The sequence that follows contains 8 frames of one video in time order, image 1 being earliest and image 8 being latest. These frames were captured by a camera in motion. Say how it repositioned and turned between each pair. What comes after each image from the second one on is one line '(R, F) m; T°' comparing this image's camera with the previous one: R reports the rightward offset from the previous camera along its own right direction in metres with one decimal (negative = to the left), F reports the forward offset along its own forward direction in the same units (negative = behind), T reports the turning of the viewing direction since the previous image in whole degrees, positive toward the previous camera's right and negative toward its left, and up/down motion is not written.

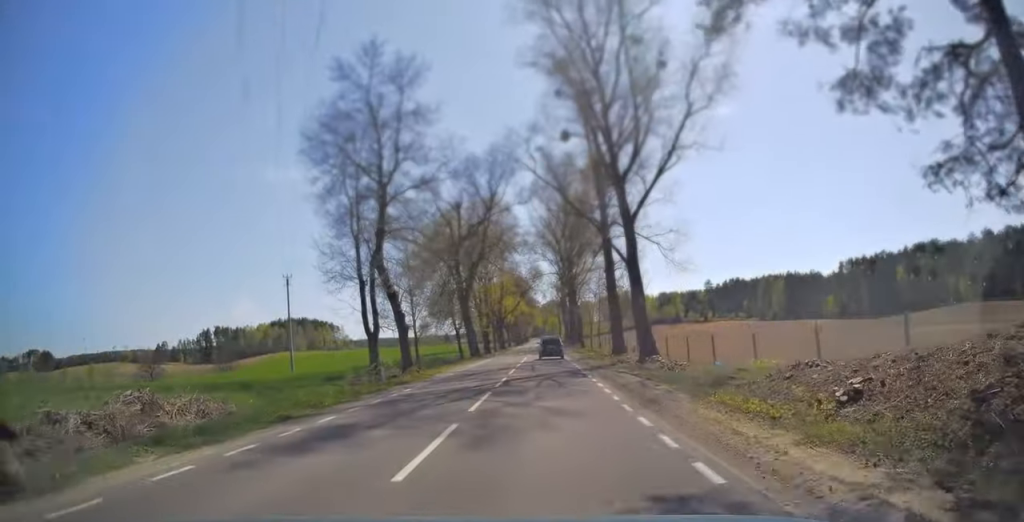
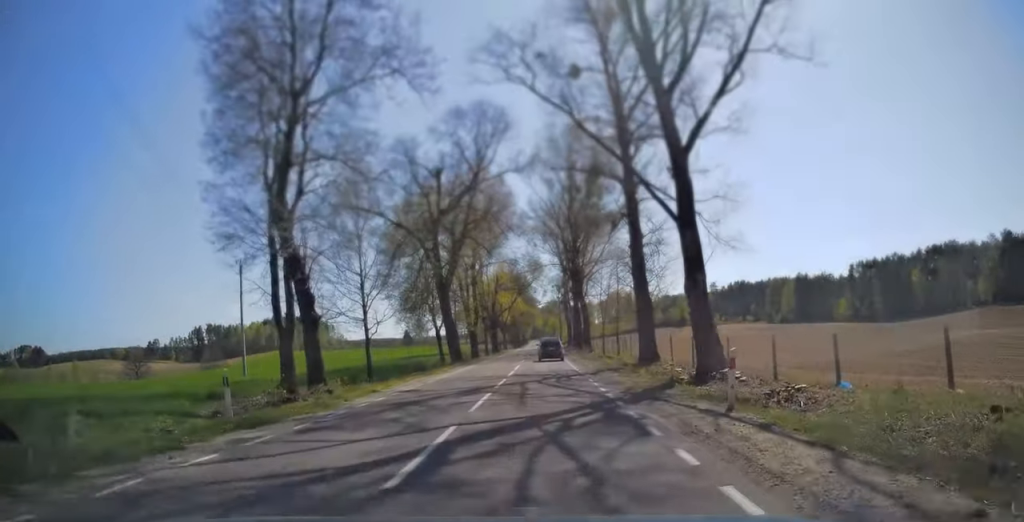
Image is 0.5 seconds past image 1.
(+0.1, +12.1) m; 0°
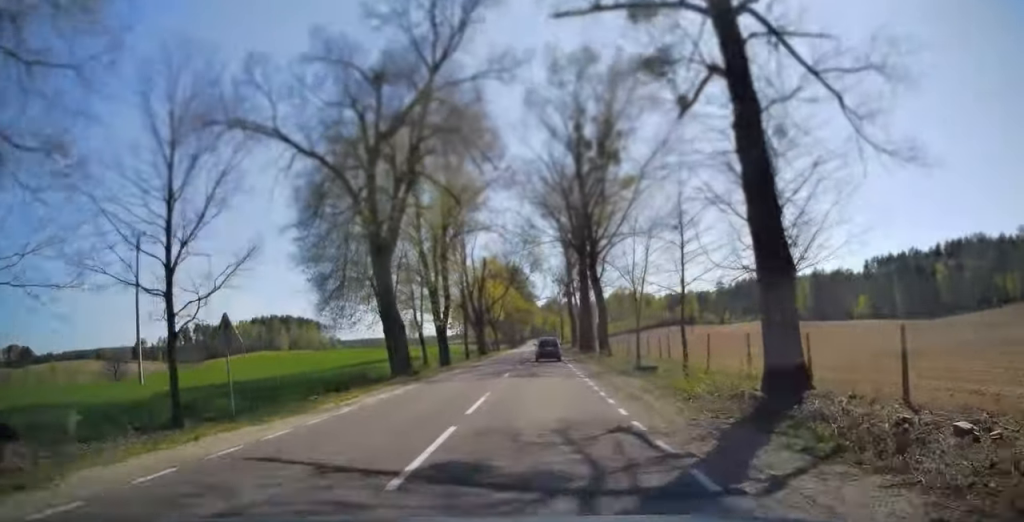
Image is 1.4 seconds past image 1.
(-0.1, +17.6) m; 0°
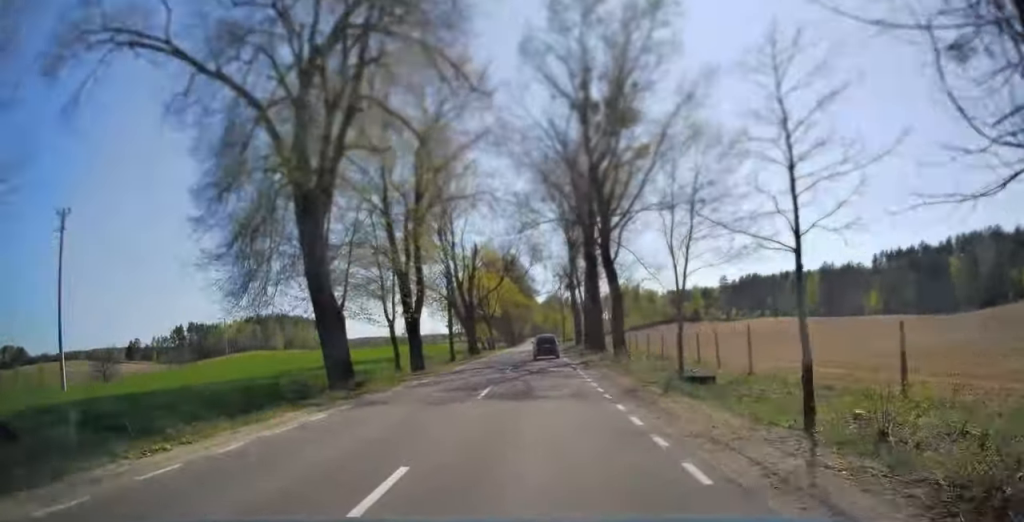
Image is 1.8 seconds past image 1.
(0.0, +9.1) m; 0°
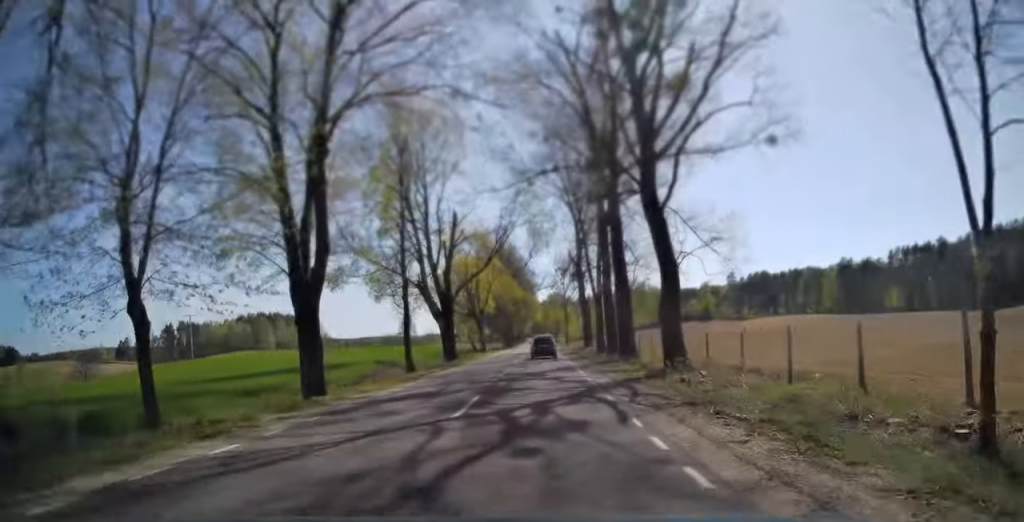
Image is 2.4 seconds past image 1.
(0.0, +14.8) m; 0°
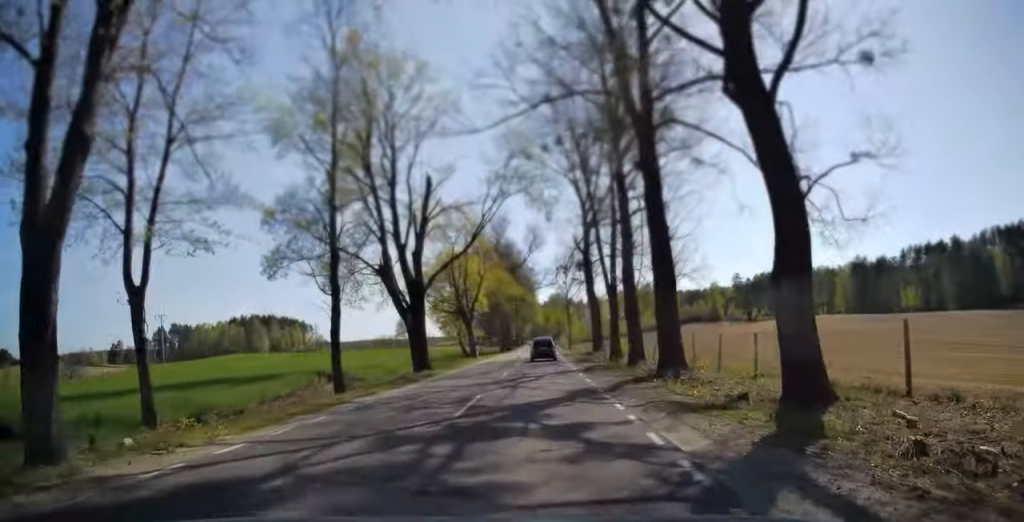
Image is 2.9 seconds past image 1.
(0.0, +10.7) m; 0°
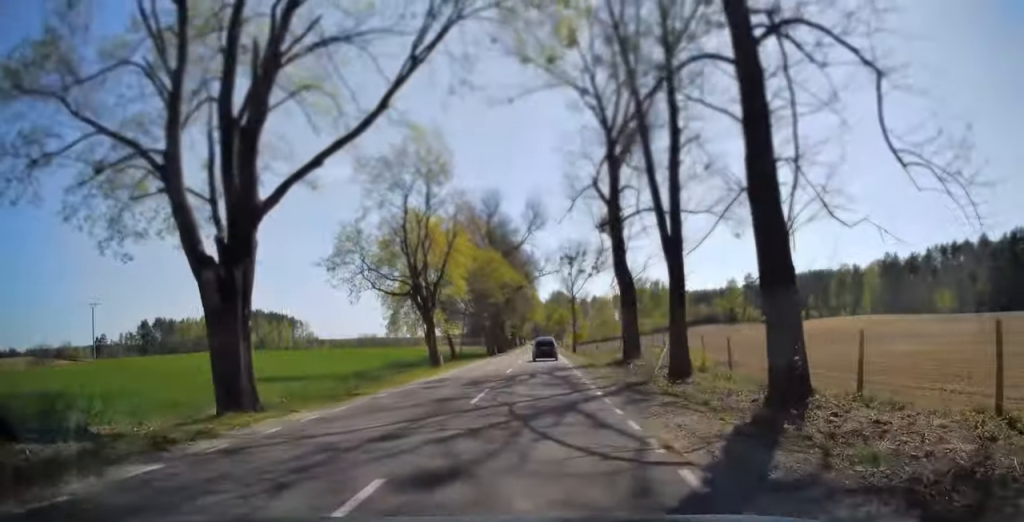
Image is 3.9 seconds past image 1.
(0.0, +20.7) m; 0°
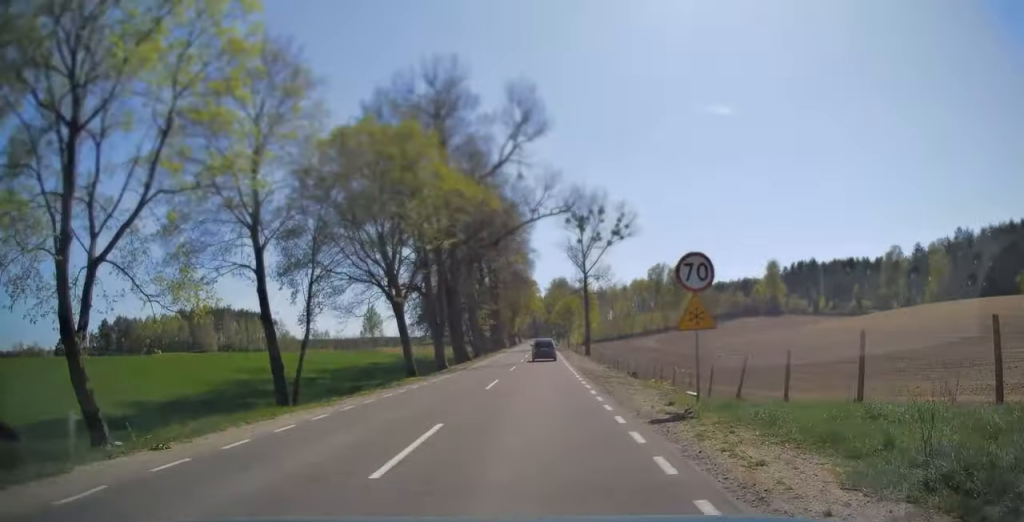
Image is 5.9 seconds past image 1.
(-0.1, +41.9) m; 0°
